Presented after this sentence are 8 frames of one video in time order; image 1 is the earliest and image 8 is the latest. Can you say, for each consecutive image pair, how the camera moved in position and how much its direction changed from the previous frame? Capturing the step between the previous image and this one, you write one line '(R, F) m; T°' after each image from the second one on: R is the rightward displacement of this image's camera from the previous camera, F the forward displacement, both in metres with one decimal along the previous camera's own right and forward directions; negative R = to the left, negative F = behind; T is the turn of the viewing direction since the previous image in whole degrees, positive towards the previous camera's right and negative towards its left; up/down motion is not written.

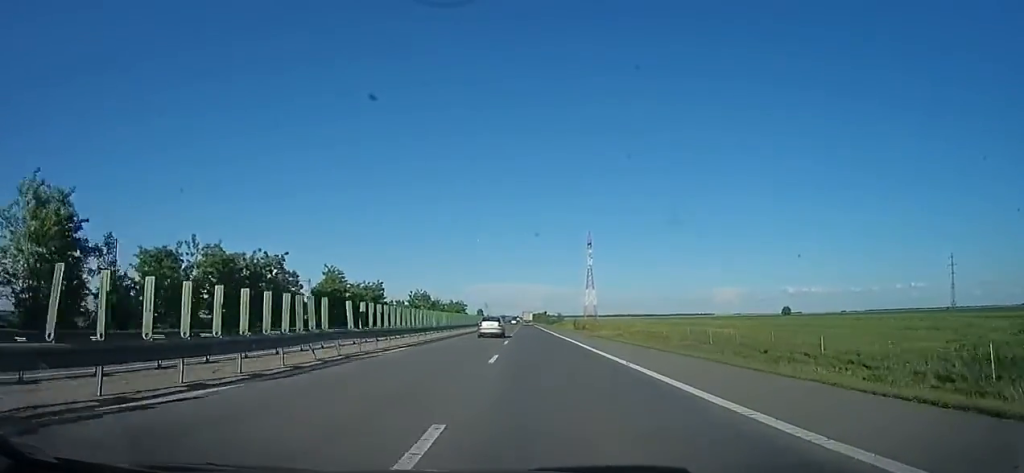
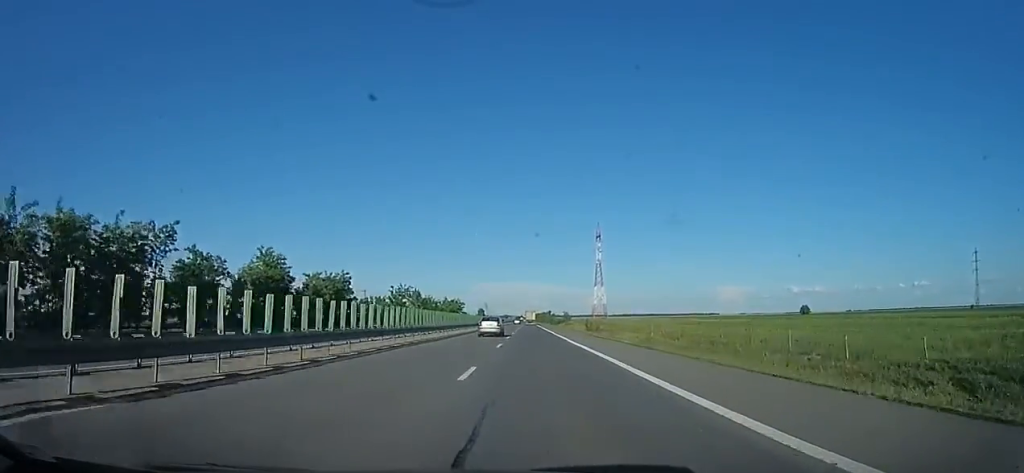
(+0.5, +16.5) m; 0°
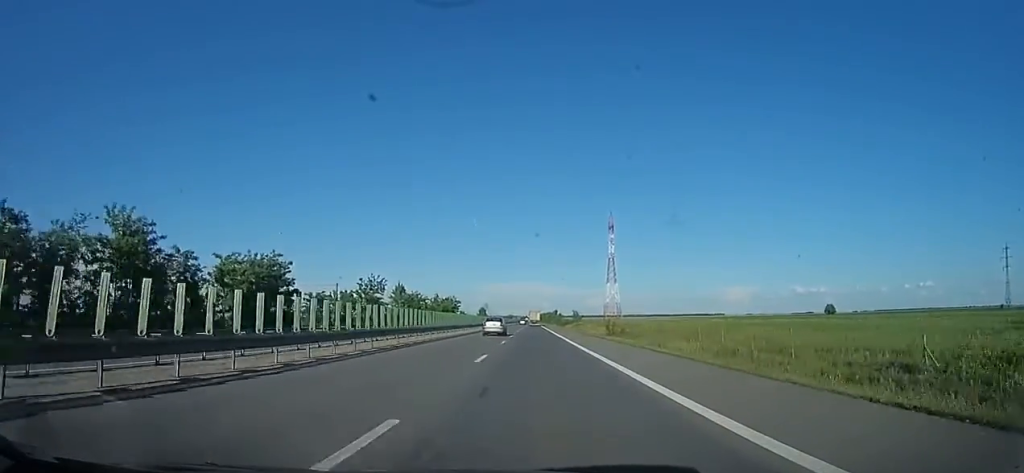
(-0.8, +19.1) m; -1°
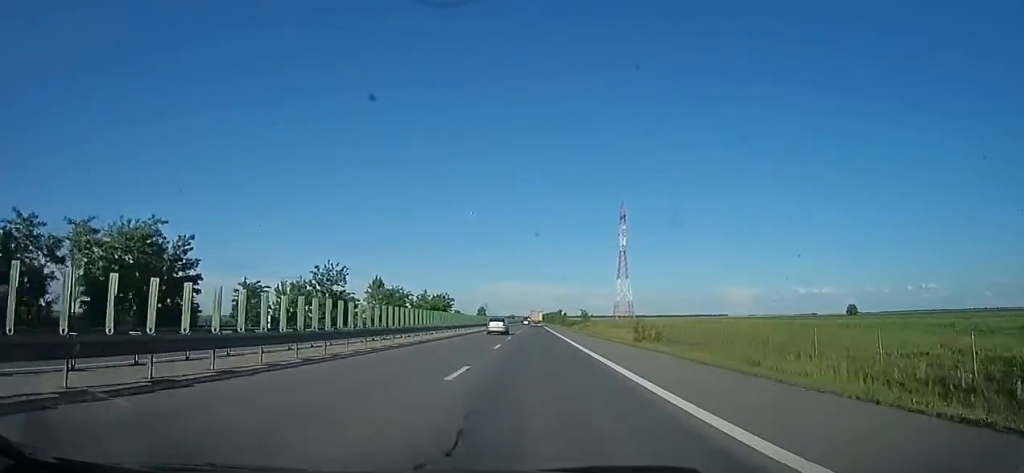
(-0.3, +16.7) m; -1°
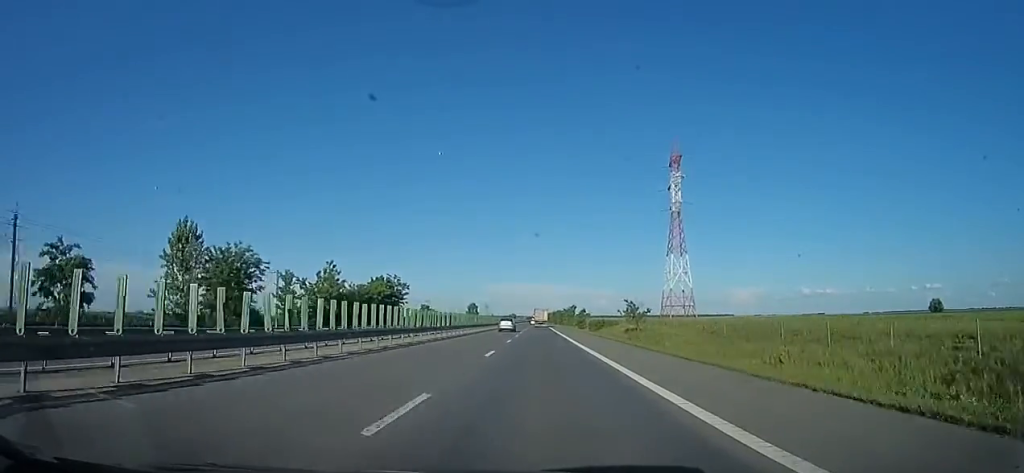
(+0.1, +52.5) m; 0°
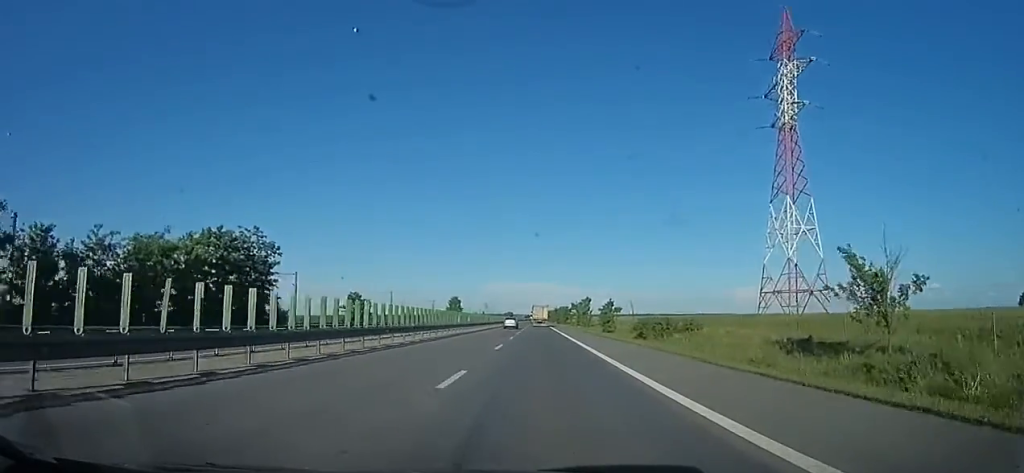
(0.0, +43.8) m; 0°
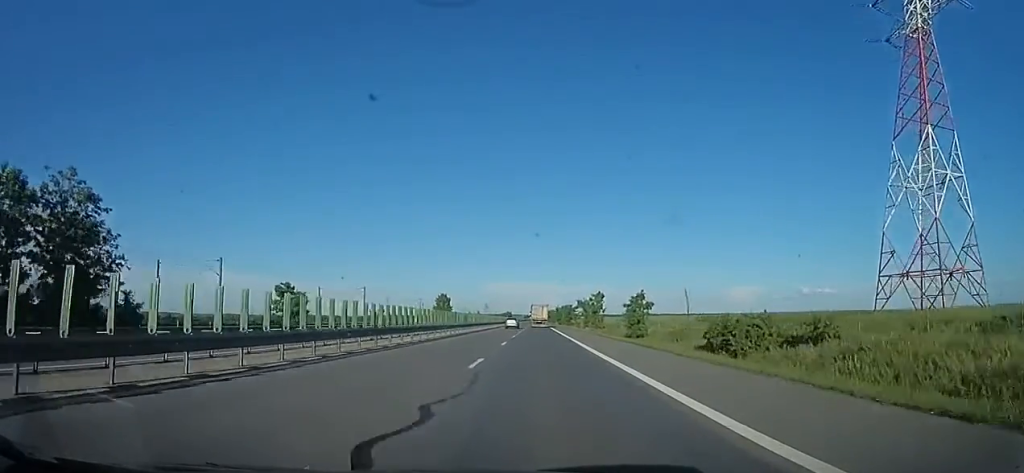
(0.0, +20.9) m; 0°
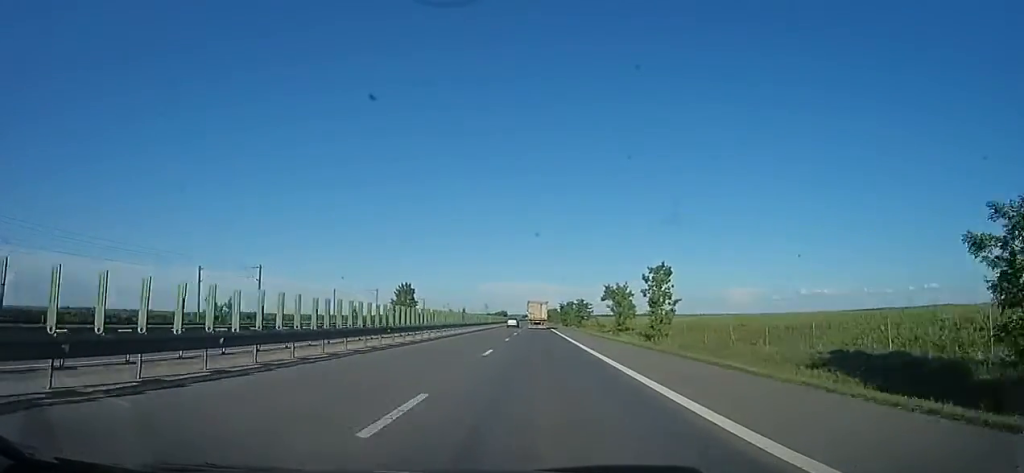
(0.0, +43.8) m; 0°
